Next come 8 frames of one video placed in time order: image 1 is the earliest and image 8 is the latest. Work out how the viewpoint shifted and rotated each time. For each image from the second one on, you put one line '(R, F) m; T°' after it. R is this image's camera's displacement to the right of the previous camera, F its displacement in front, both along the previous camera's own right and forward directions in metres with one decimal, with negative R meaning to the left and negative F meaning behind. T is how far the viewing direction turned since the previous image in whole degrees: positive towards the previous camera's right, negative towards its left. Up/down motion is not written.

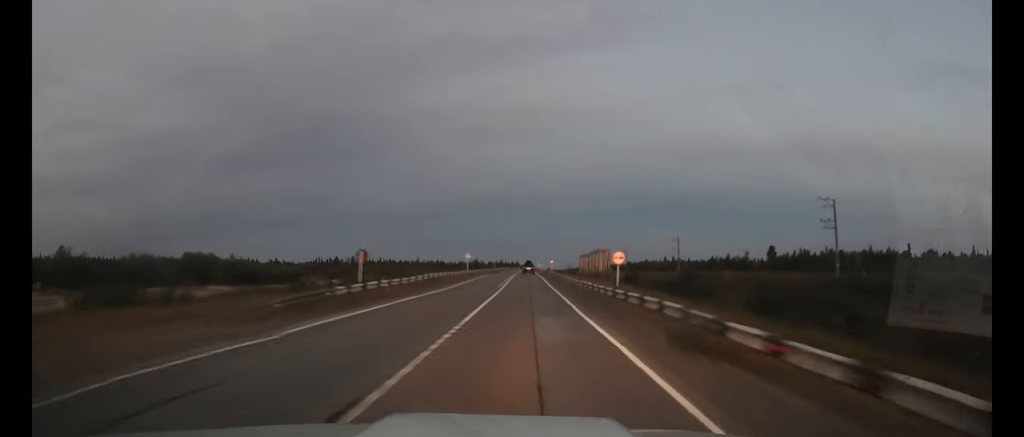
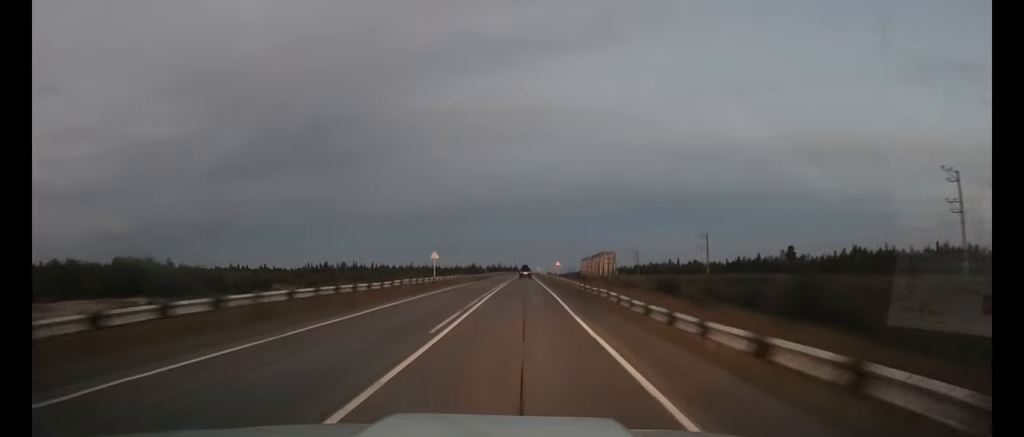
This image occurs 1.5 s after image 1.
(+0.1, +28.0) m; 0°
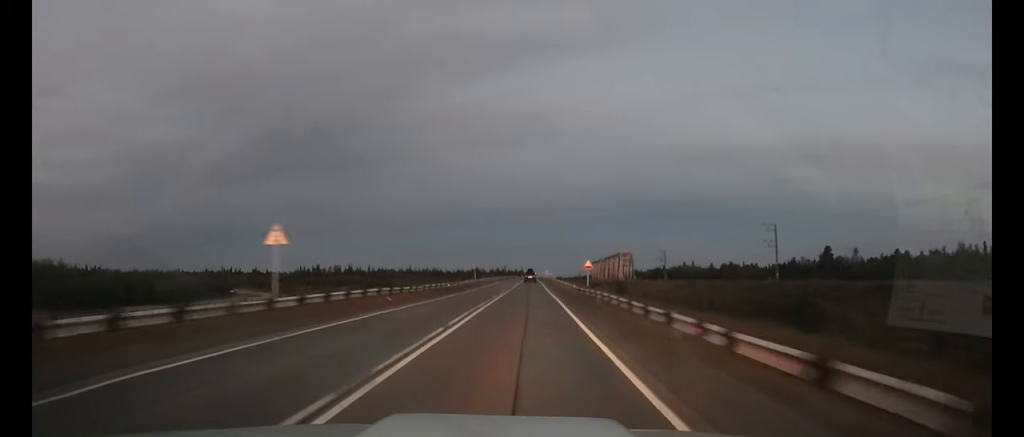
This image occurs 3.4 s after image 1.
(0.0, +36.5) m; 0°
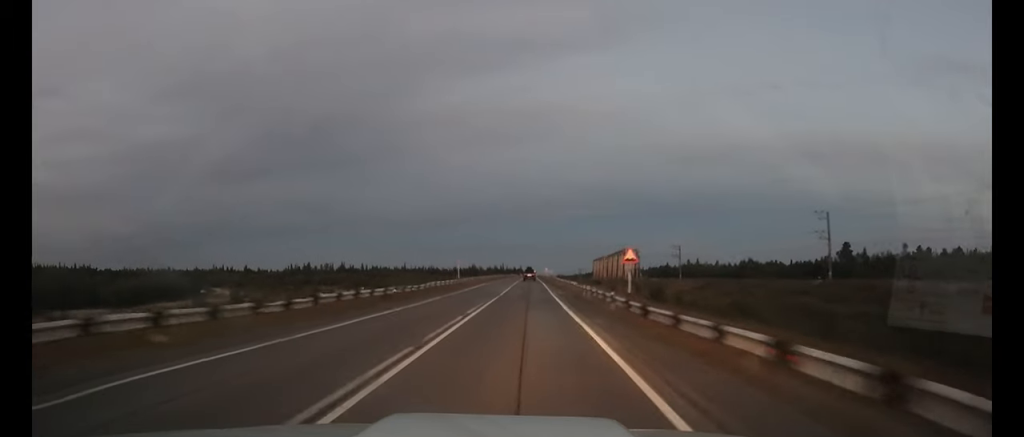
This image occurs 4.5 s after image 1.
(0.0, +19.7) m; 0°
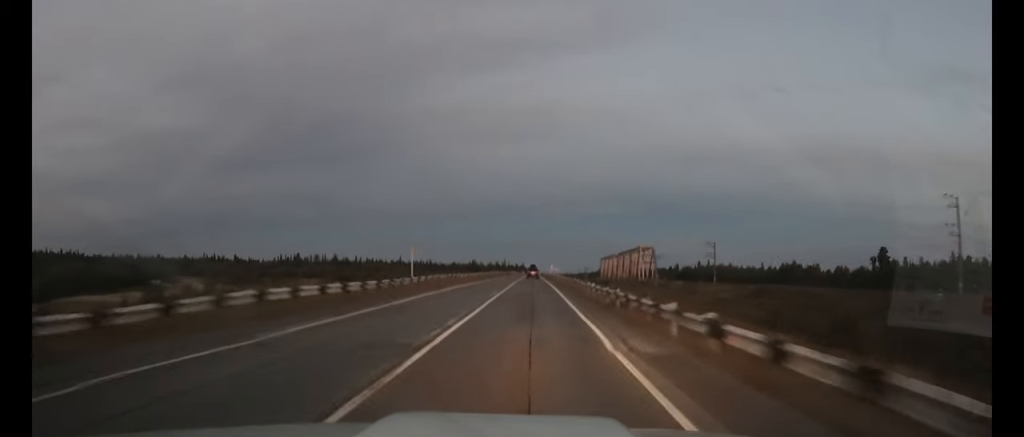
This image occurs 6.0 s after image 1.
(-0.1, +29.7) m; 0°
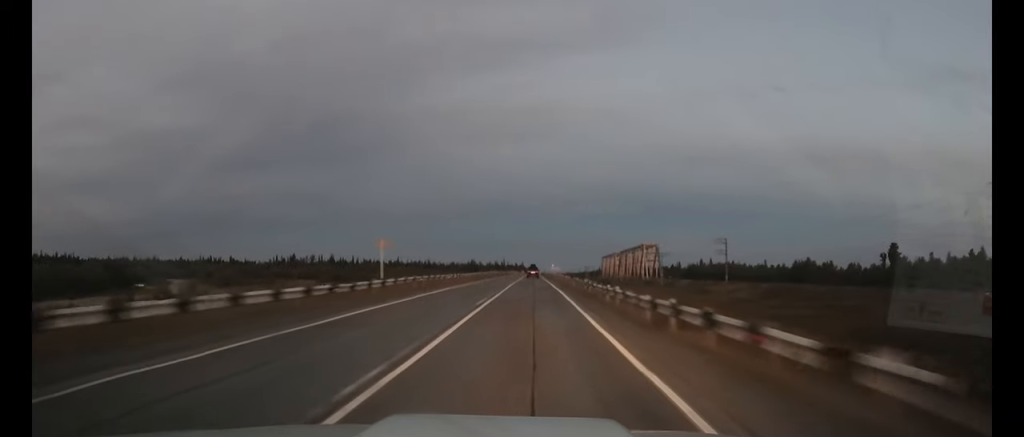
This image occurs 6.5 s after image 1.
(0.0, +8.7) m; 0°
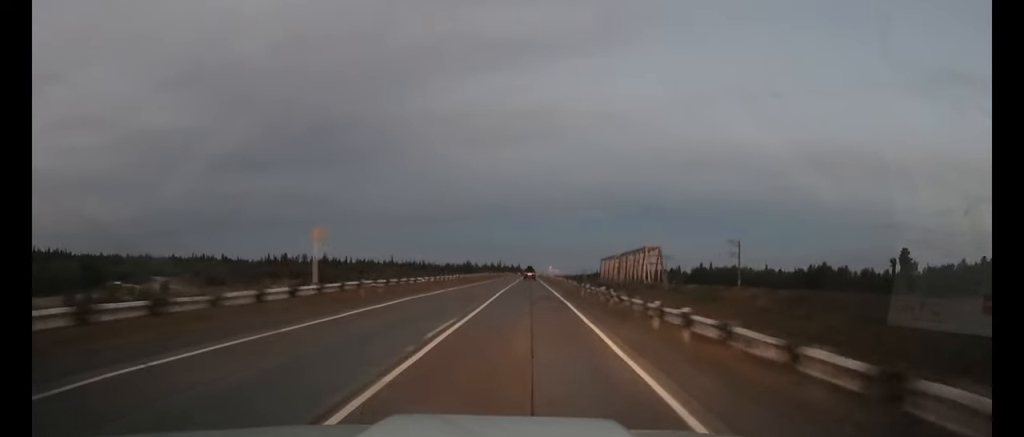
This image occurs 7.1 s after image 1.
(0.0, +10.5) m; 0°
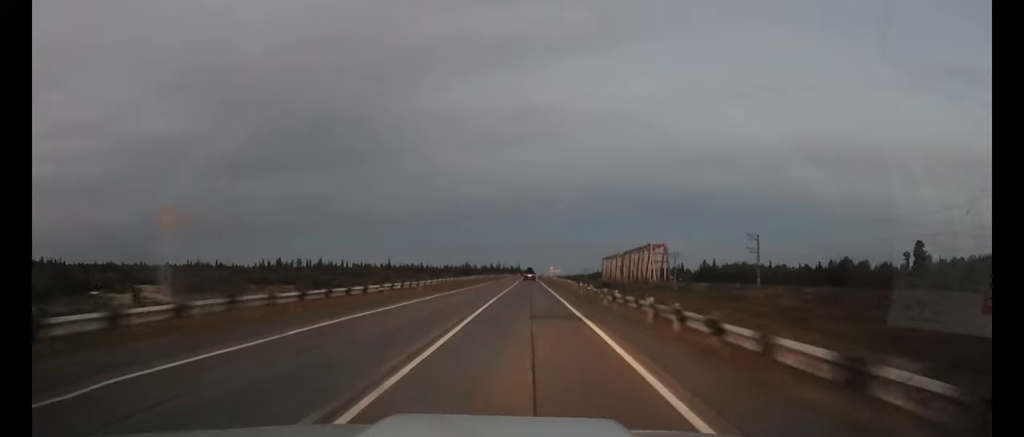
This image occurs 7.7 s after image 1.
(0.0, +11.0) m; 0°
